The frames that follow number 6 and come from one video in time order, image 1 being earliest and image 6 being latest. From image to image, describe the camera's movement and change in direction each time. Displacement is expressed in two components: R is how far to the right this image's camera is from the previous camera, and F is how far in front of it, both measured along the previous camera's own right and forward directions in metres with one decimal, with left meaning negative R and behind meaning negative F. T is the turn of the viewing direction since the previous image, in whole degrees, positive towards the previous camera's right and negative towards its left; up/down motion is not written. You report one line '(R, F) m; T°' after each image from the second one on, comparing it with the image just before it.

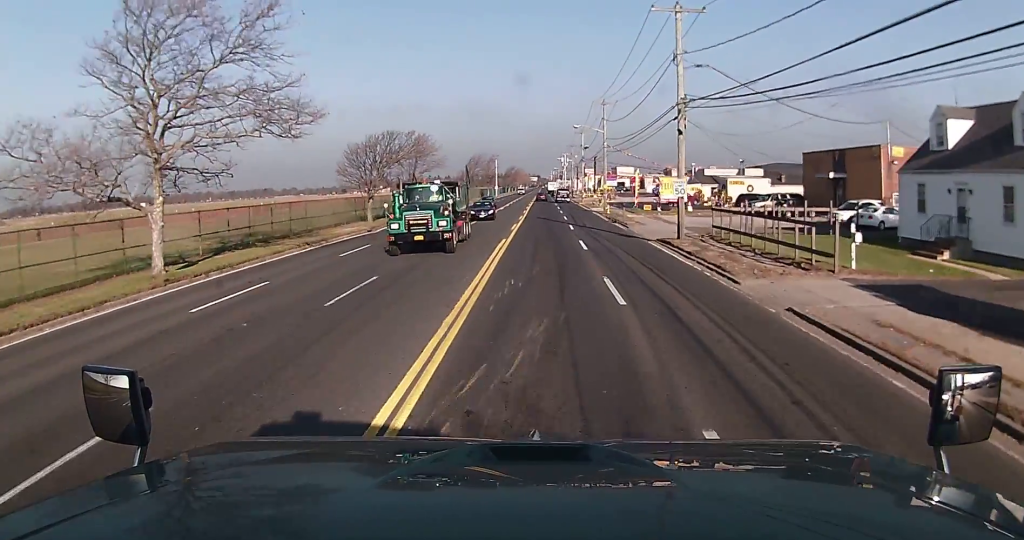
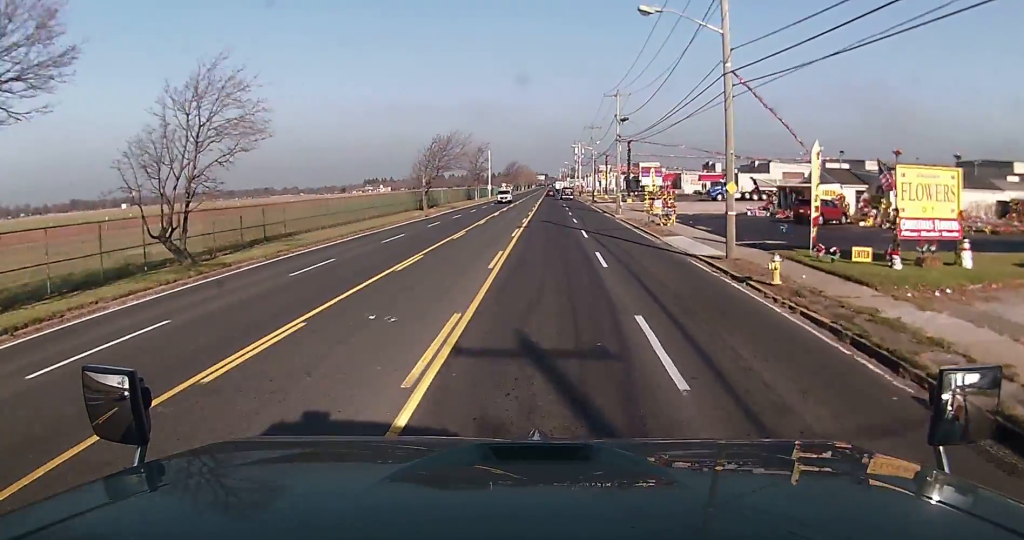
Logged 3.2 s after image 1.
(-0.4, +40.1) m; -1°
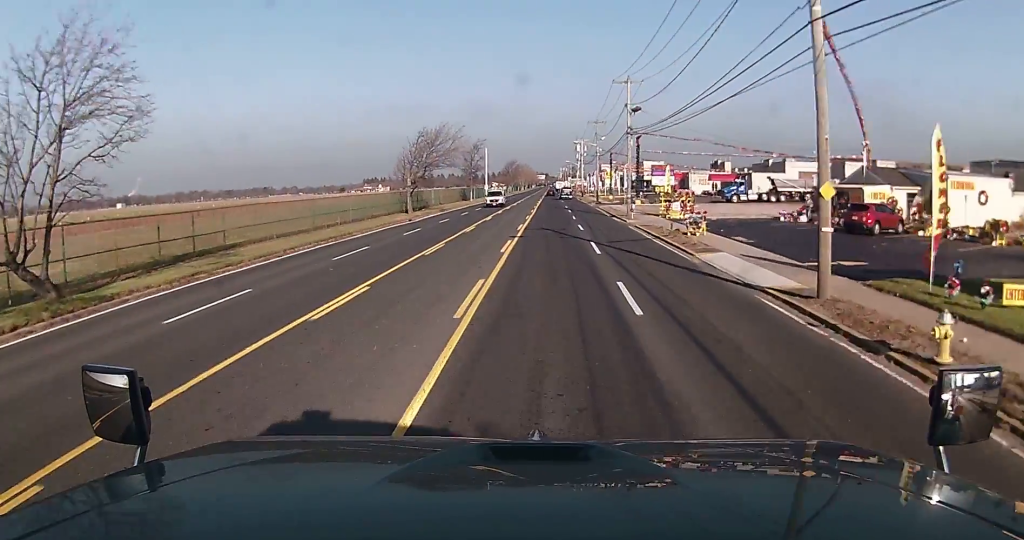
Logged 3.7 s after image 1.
(+0.1, +7.4) m; 0°
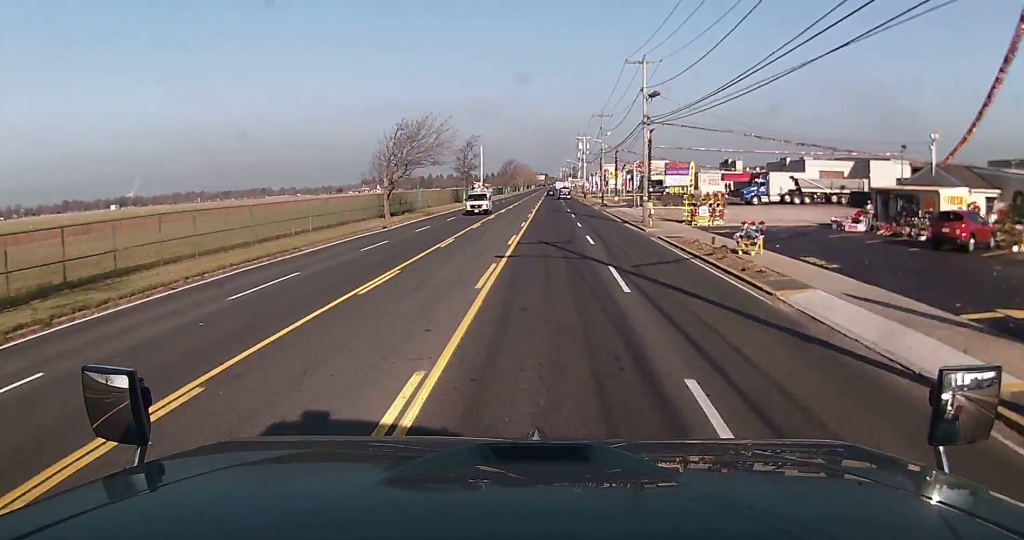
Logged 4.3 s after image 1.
(-0.1, +8.5) m; -1°
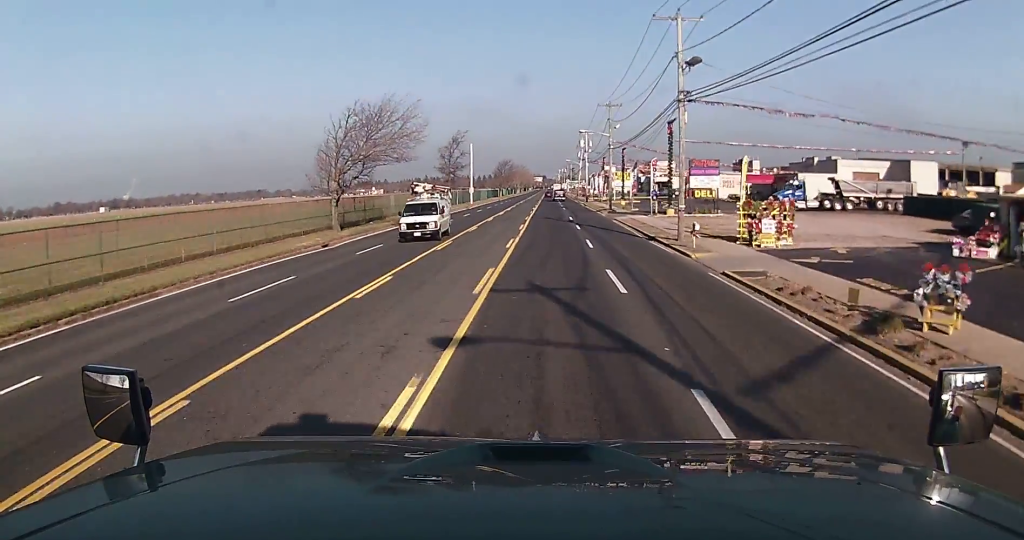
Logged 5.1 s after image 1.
(-0.1, +12.1) m; 0°
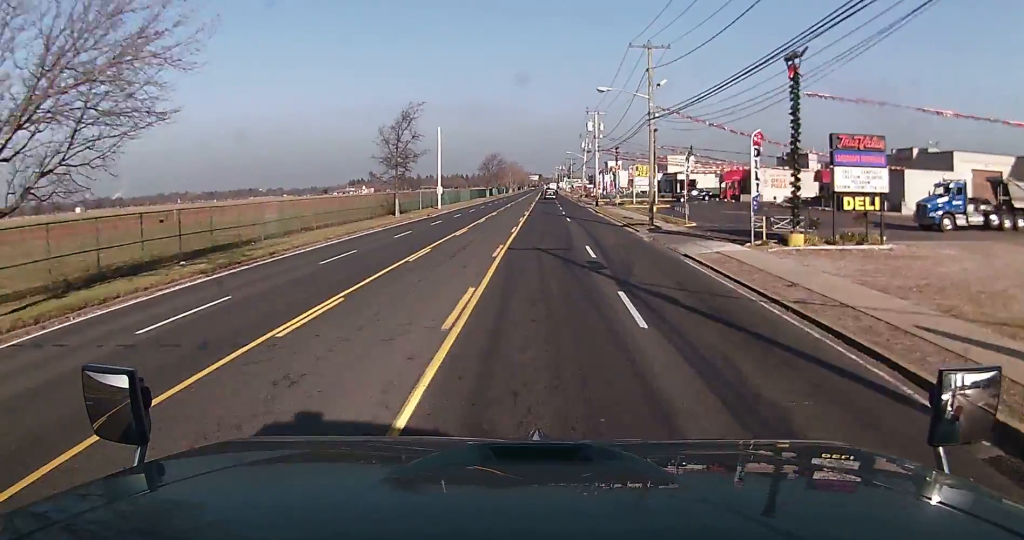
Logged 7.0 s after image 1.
(+0.6, +27.5) m; +2°
